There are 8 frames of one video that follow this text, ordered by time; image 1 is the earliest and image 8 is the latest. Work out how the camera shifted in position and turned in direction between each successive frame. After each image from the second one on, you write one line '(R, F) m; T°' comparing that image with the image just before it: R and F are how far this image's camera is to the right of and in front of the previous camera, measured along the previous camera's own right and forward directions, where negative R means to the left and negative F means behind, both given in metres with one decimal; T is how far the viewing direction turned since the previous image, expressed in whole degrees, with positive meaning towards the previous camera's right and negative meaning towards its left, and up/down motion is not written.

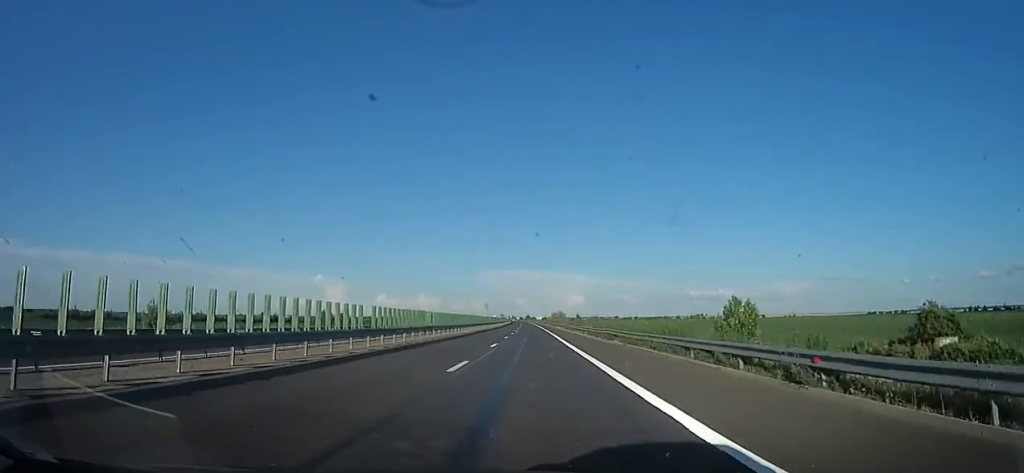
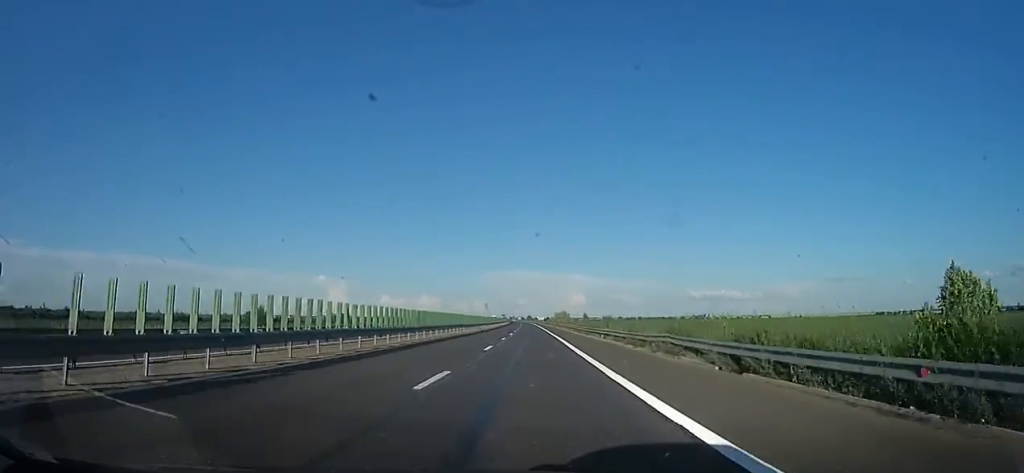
(+0.2, +15.0) m; +1°
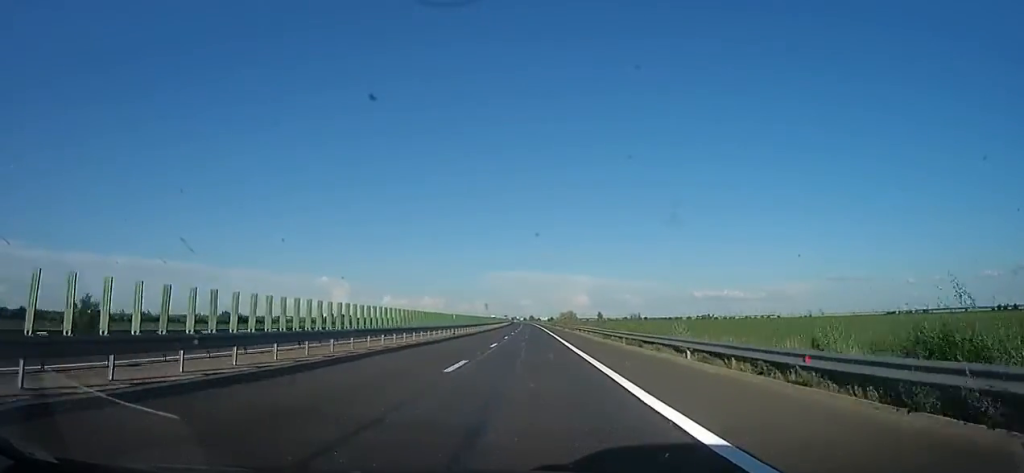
(+0.1, +21.4) m; -1°
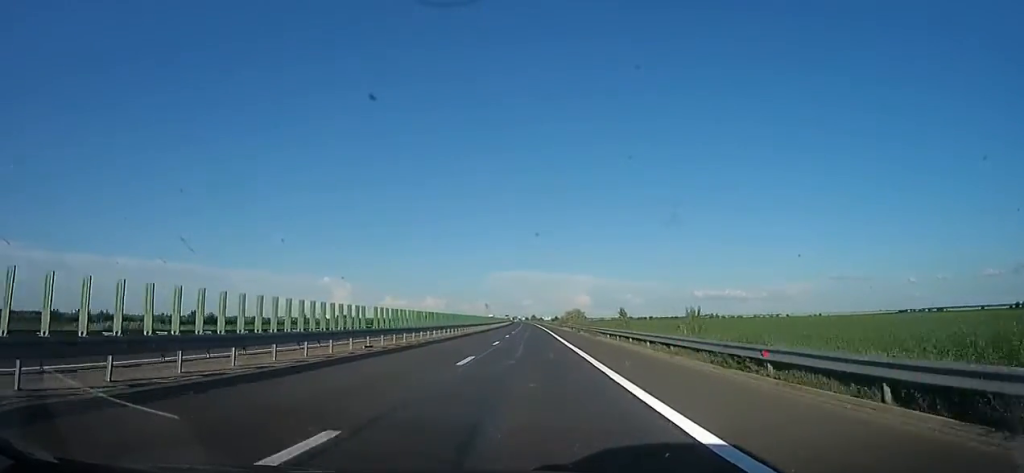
(-0.3, +22.0) m; -1°
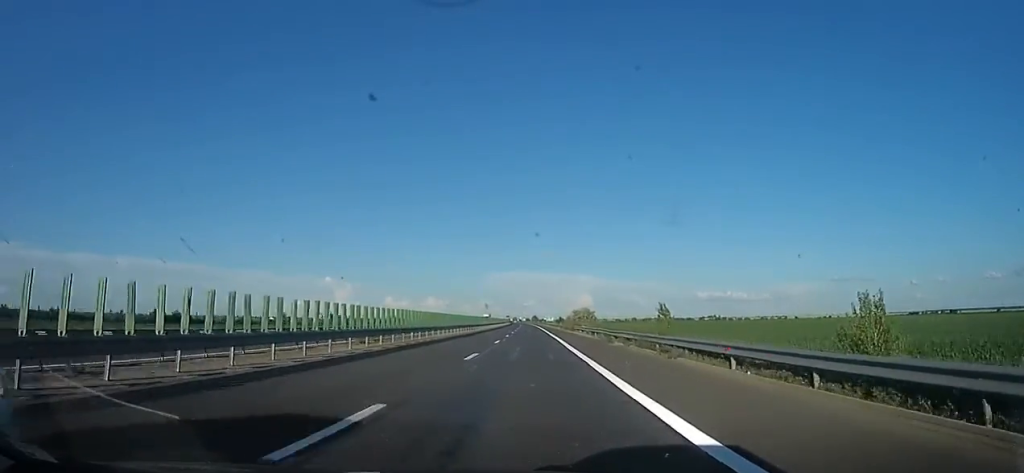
(-0.9, +21.9) m; 0°
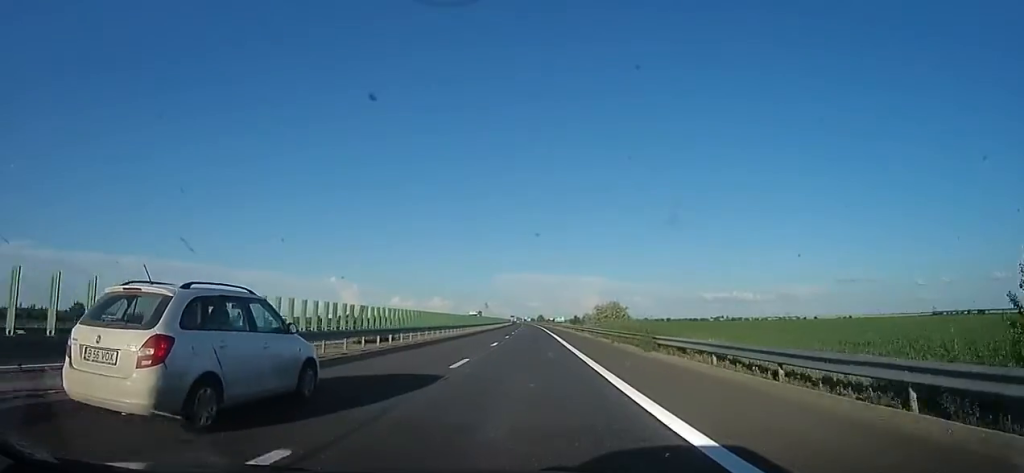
(+1.4, +38.4) m; 0°
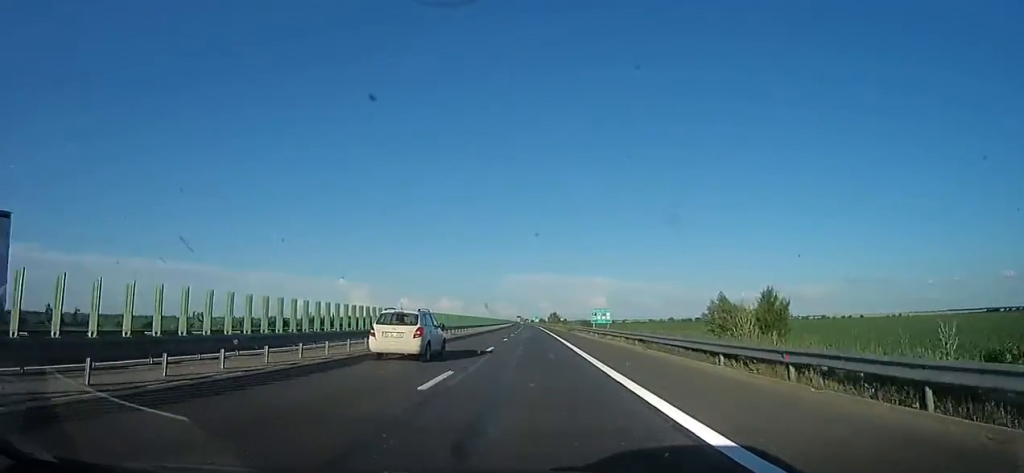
(-3.8, +87.4) m; -2°
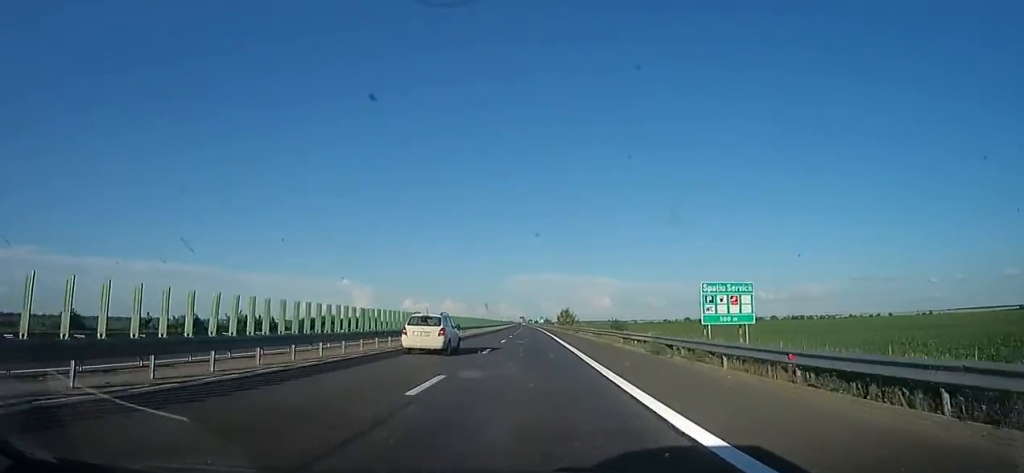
(0.0, +48.0) m; 0°
